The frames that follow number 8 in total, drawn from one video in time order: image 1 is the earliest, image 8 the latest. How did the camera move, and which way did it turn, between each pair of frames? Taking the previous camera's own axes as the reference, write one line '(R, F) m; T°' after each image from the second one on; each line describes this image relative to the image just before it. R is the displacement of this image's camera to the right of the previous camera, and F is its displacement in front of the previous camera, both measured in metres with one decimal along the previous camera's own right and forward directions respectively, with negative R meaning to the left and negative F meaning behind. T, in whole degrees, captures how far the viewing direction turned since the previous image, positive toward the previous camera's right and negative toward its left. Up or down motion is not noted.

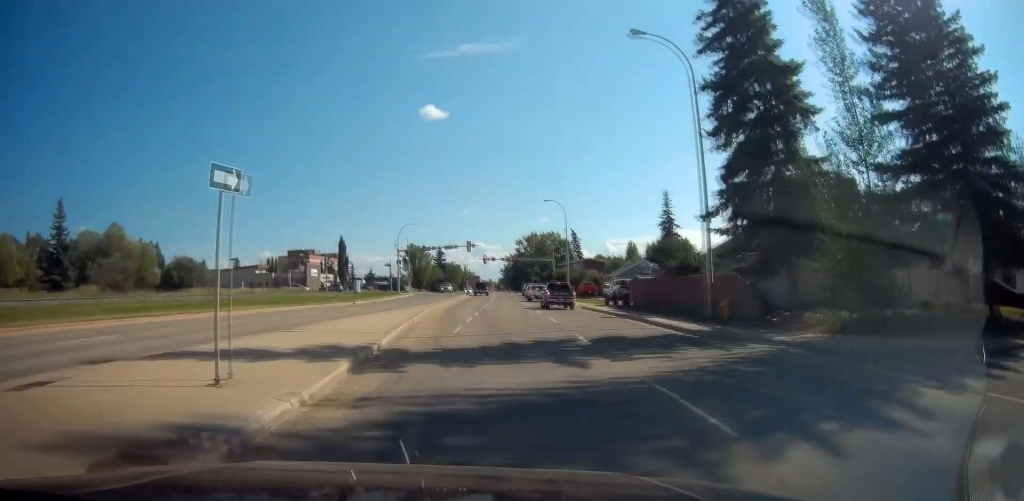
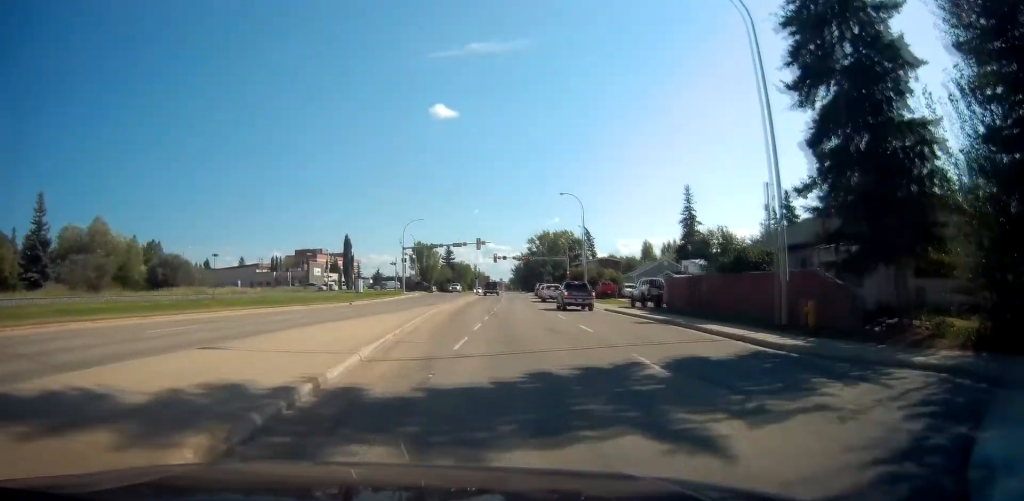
(0.0, +5.6) m; 0°
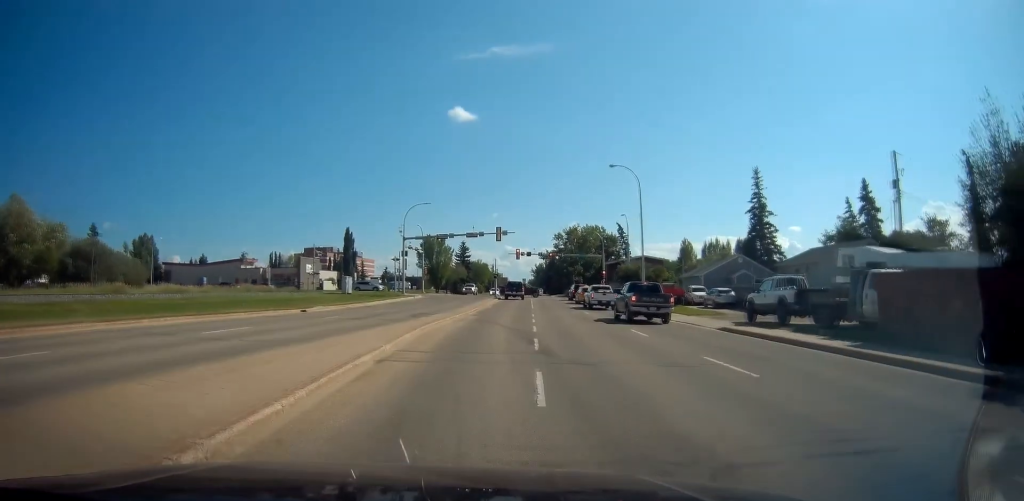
(-0.1, +18.1) m; -2°
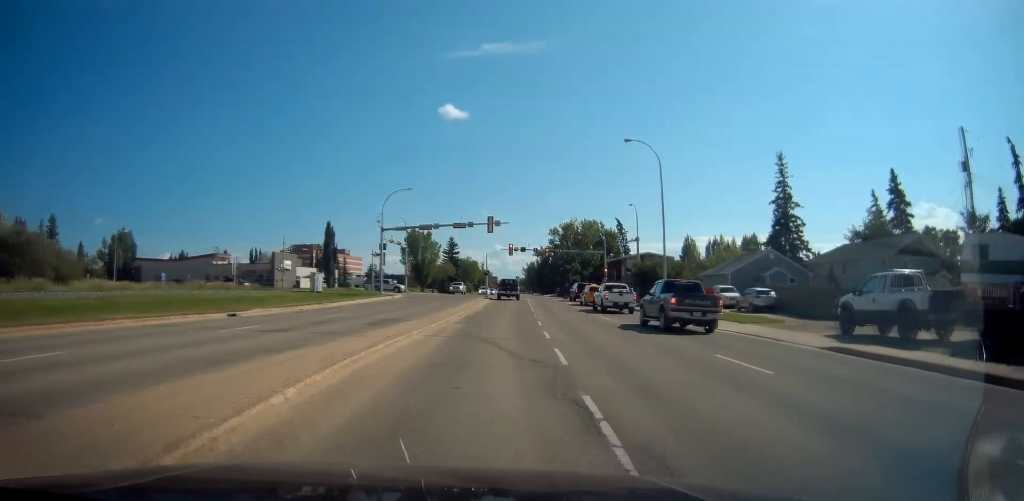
(-0.2, +8.9) m; -1°
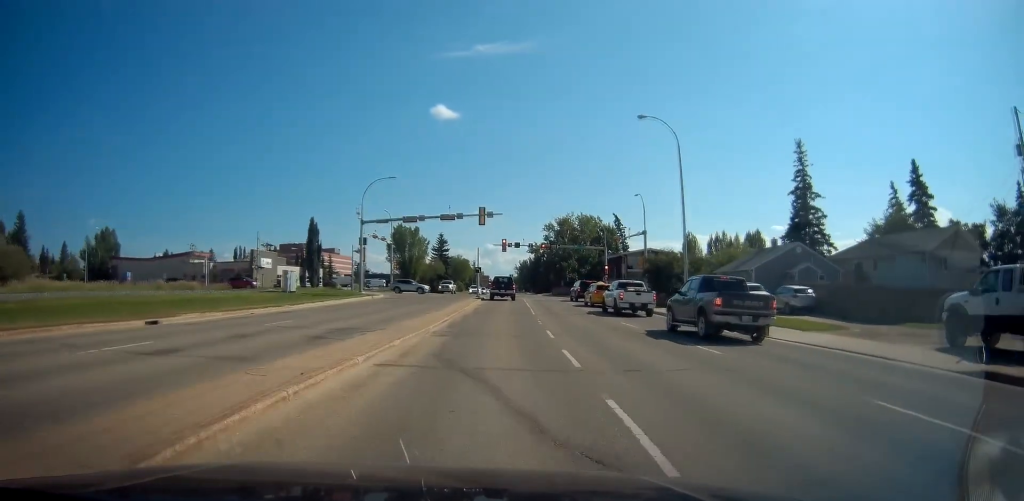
(-0.2, +6.4) m; 0°
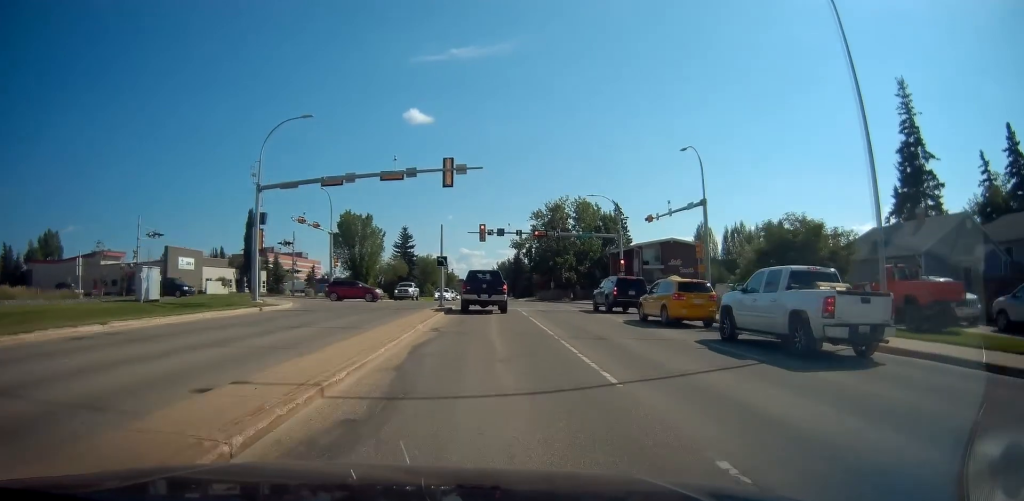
(+1.6, +22.1) m; +4°
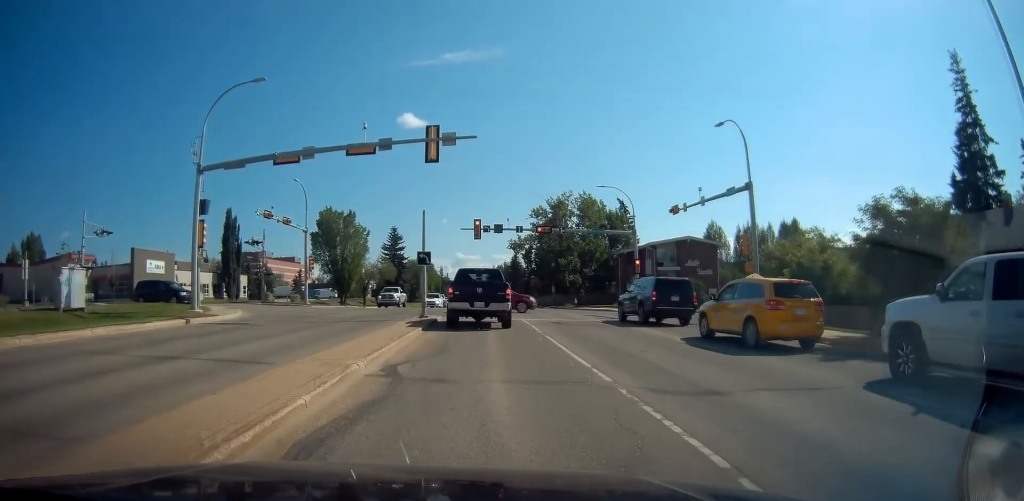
(-0.3, +7.9) m; 0°
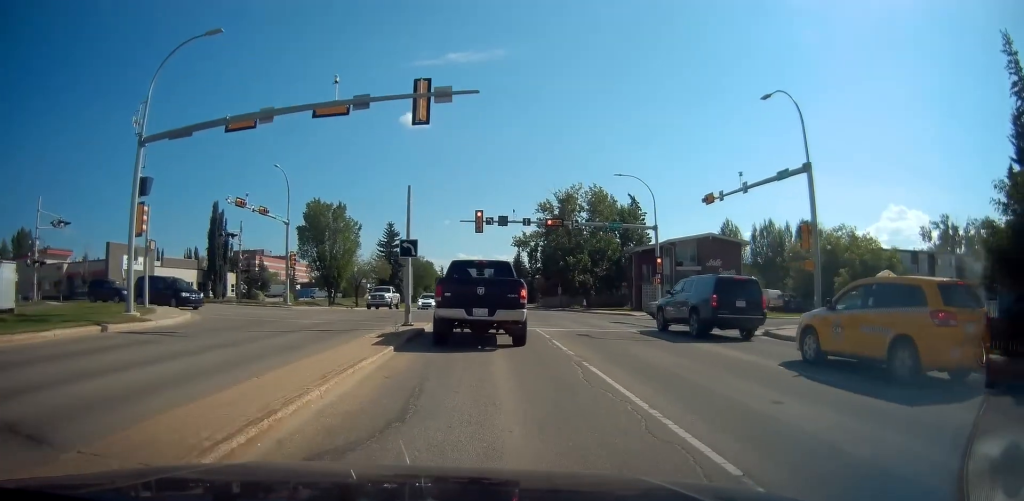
(+0.3, +6.3) m; +3°
